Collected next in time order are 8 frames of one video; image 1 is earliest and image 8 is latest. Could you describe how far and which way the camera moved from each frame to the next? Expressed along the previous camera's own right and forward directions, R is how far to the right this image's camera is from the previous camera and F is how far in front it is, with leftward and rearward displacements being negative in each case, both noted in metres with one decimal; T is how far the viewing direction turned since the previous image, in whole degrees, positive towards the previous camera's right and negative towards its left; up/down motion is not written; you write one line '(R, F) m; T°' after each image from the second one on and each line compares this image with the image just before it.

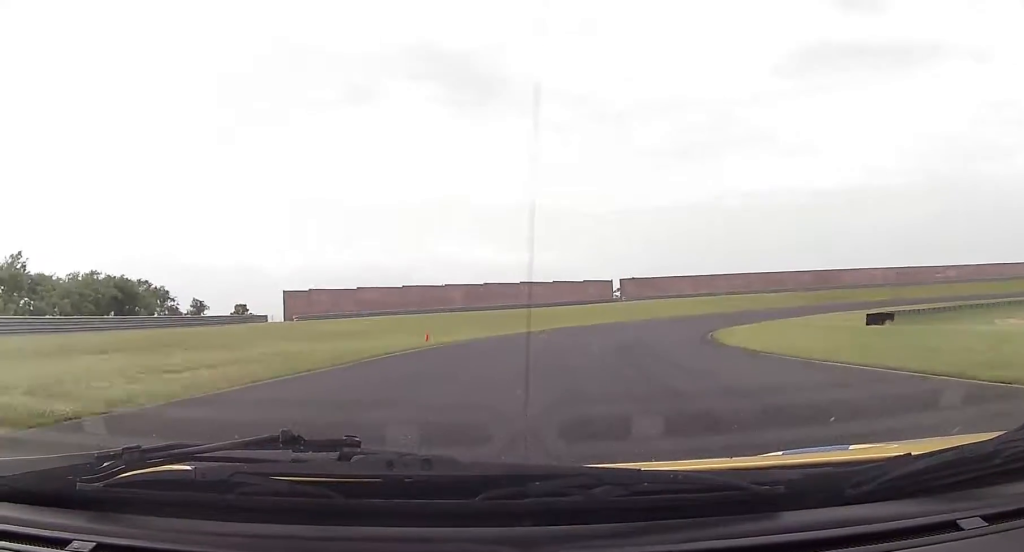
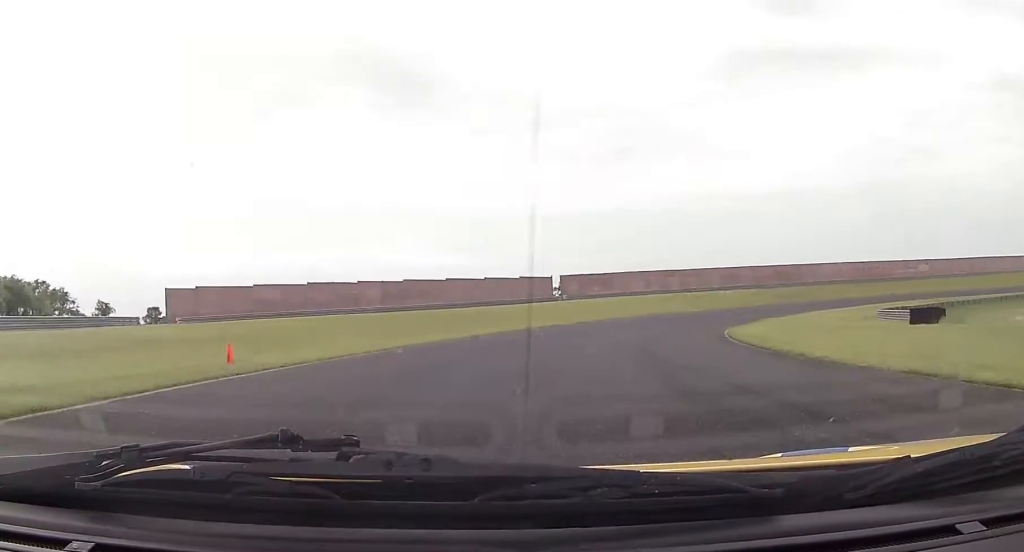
(+0.8, +16.5) m; +5°
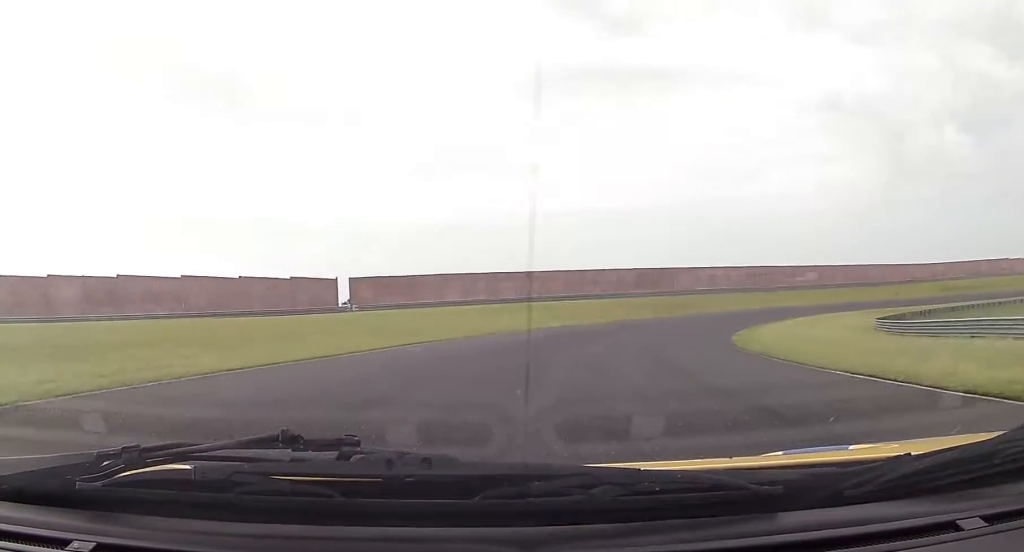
(+3.5, +32.1) m; +15°
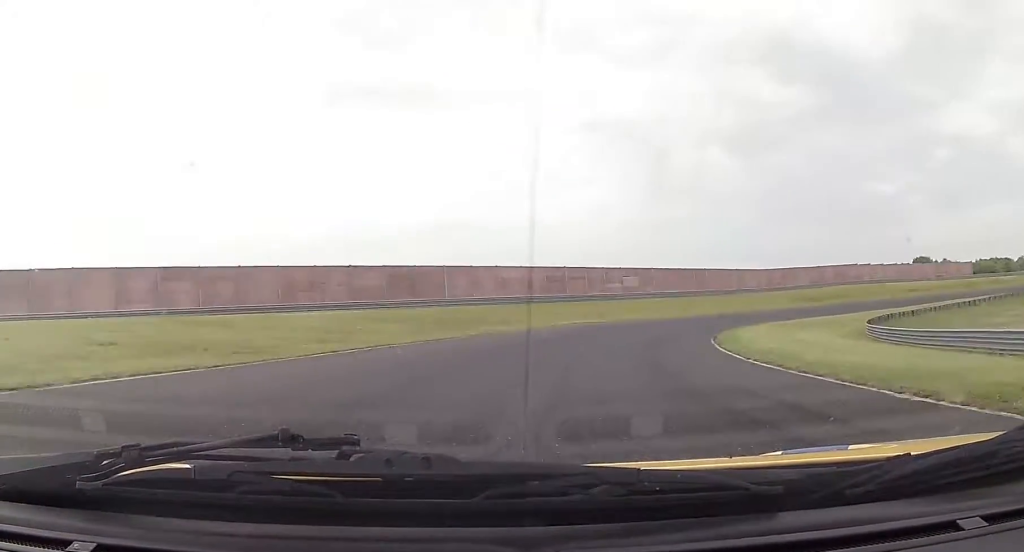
(+5.8, +34.7) m; +20°
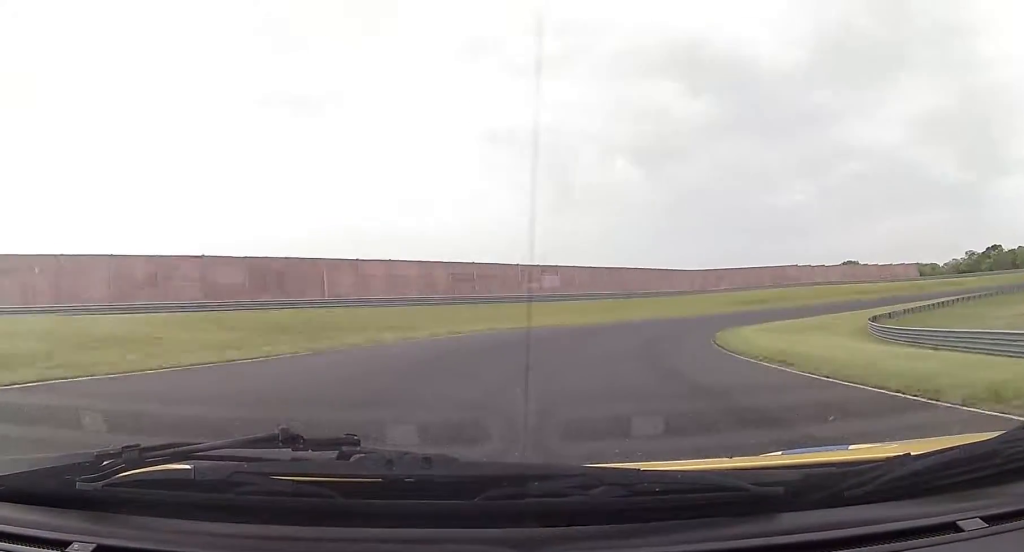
(-0.1, +14.2) m; +8°
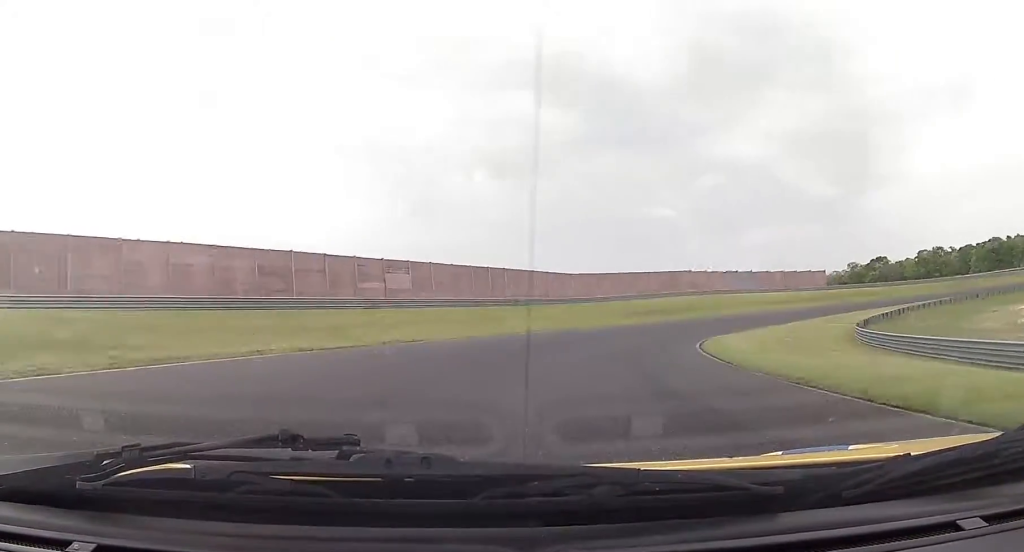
(+2.9, +19.2) m; +11°
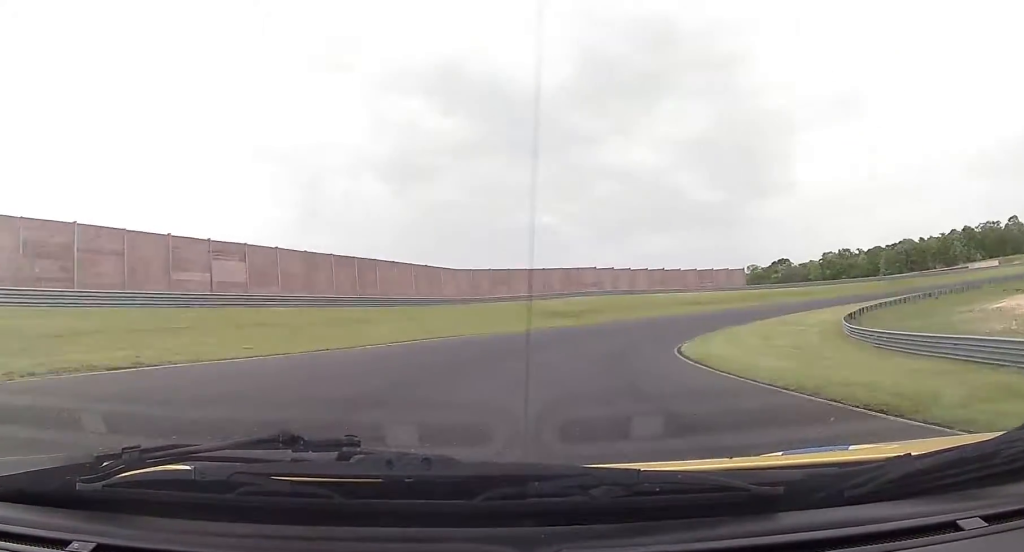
(+0.8, +15.2) m; +9°
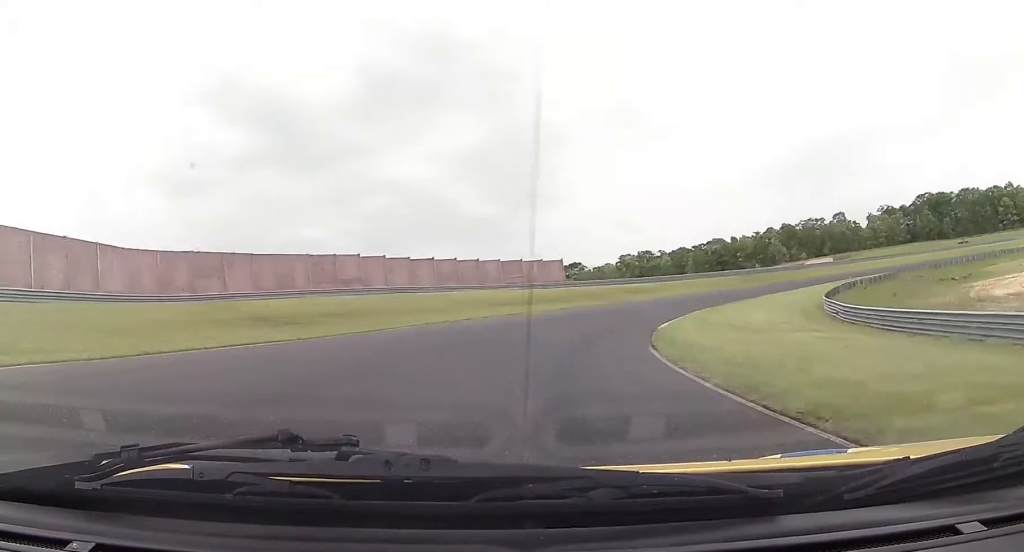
(+5.0, +31.3) m; +19°
